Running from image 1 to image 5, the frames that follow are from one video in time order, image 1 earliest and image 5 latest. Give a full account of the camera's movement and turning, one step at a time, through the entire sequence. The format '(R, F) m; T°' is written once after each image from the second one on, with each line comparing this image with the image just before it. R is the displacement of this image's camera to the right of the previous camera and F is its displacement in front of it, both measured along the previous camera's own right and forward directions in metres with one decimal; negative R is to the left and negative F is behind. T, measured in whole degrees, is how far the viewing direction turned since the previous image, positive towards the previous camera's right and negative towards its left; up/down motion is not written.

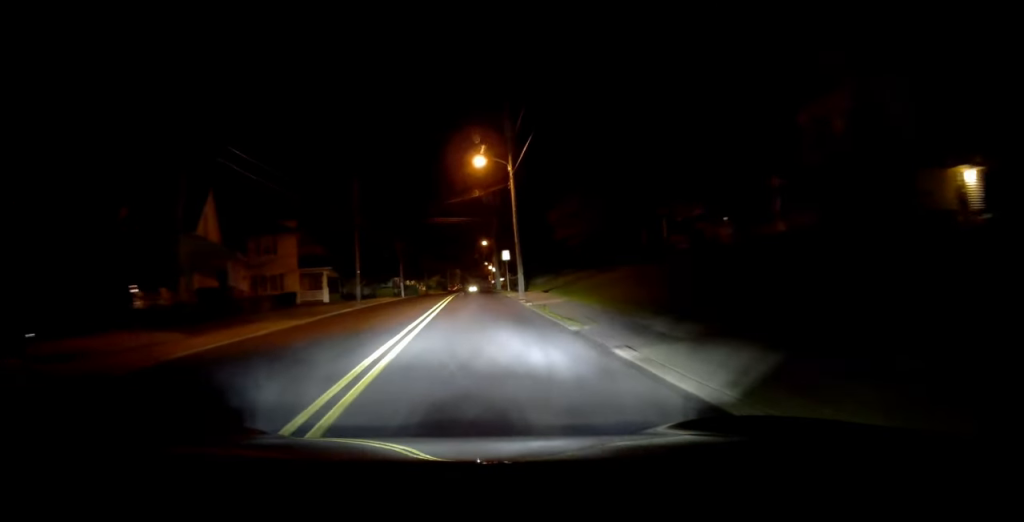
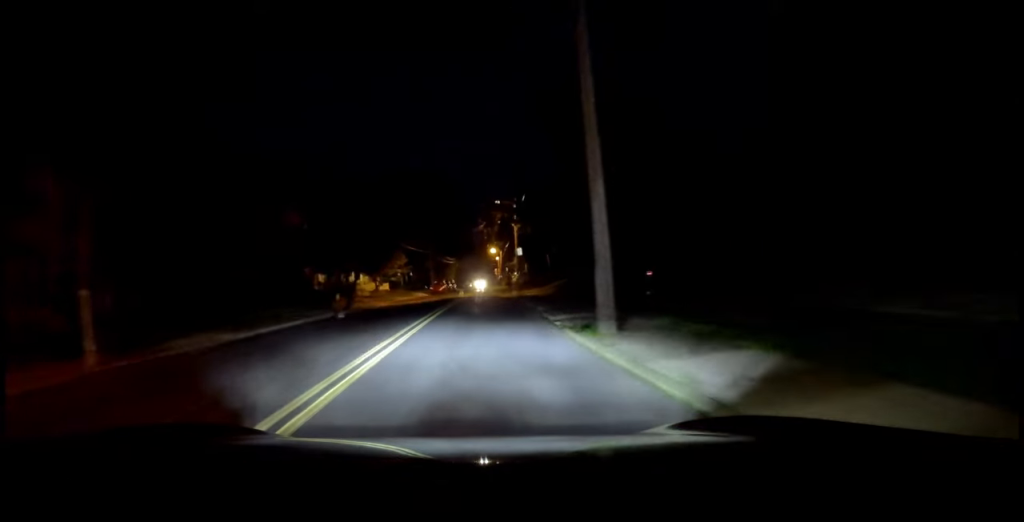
(+1.4, +50.7) m; +1°
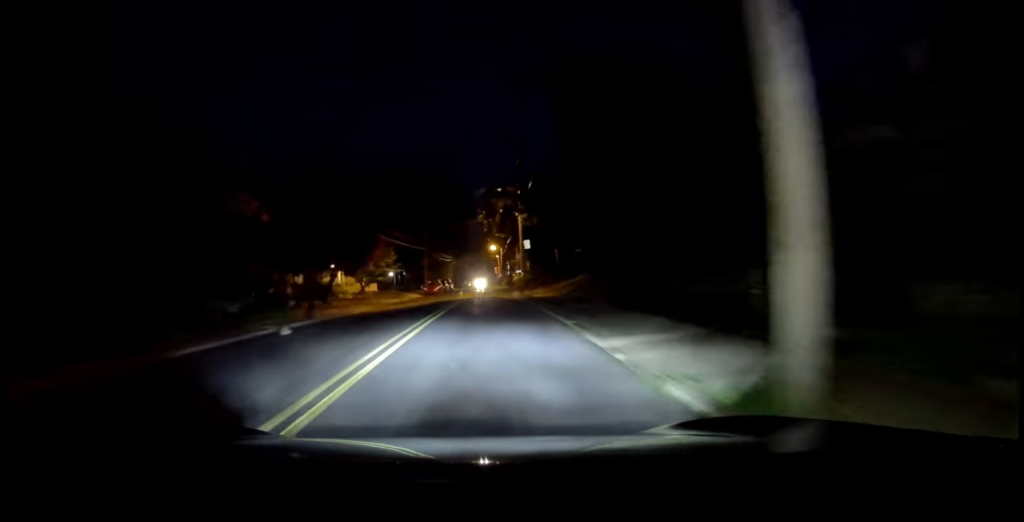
(0.0, +6.9) m; 0°
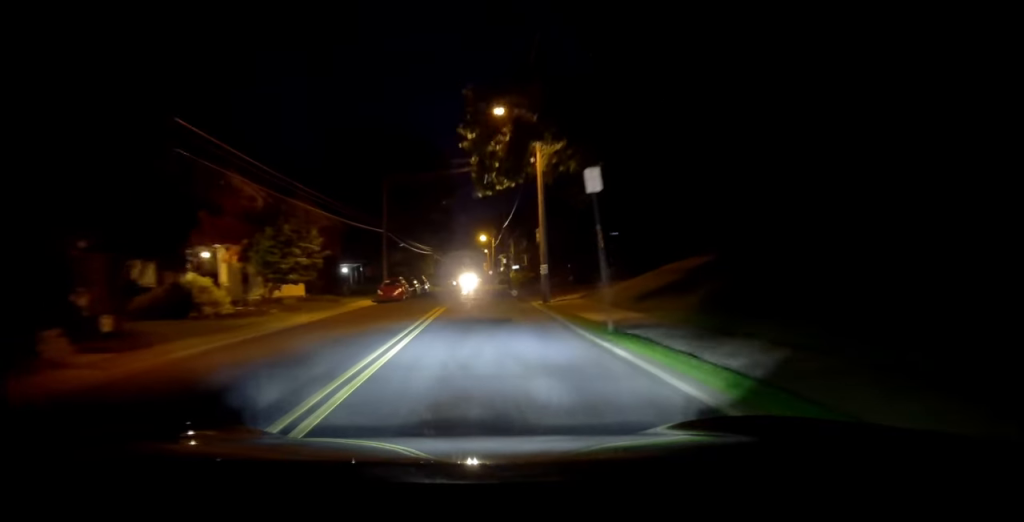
(-0.1, +21.7) m; 0°
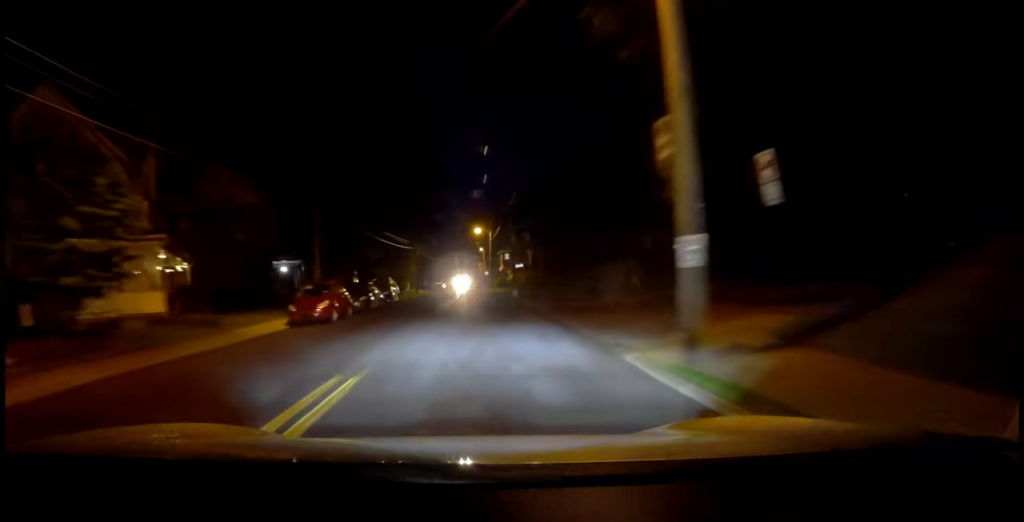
(0.0, +17.3) m; +1°
